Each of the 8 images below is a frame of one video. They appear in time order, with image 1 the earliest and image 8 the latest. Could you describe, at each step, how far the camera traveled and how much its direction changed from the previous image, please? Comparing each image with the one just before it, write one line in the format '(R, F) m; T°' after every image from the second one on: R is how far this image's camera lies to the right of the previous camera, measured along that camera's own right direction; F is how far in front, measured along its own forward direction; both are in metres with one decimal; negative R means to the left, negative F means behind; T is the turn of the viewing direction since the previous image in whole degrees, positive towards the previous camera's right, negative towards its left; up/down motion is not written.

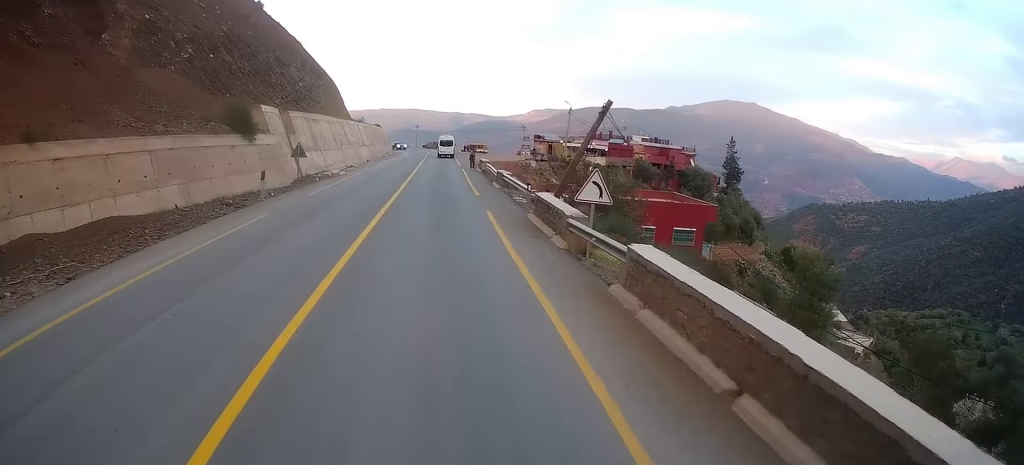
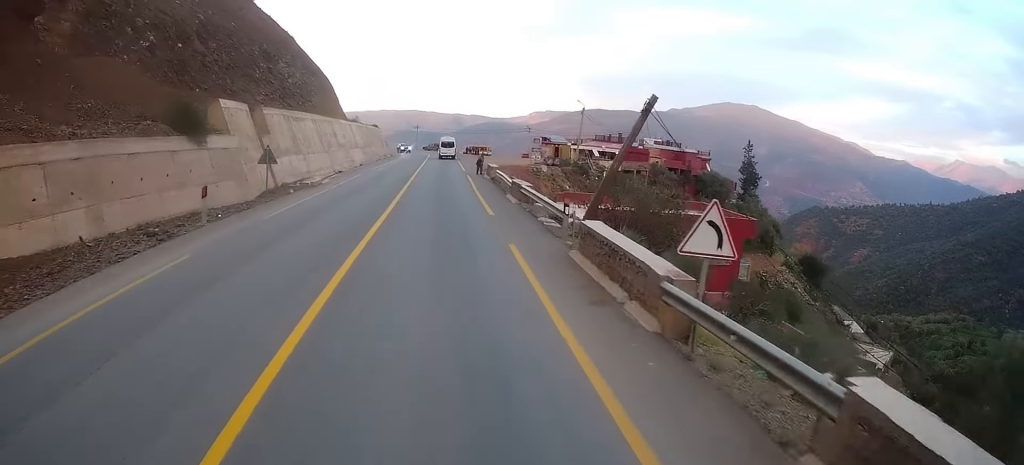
(0.0, +6.3) m; +1°
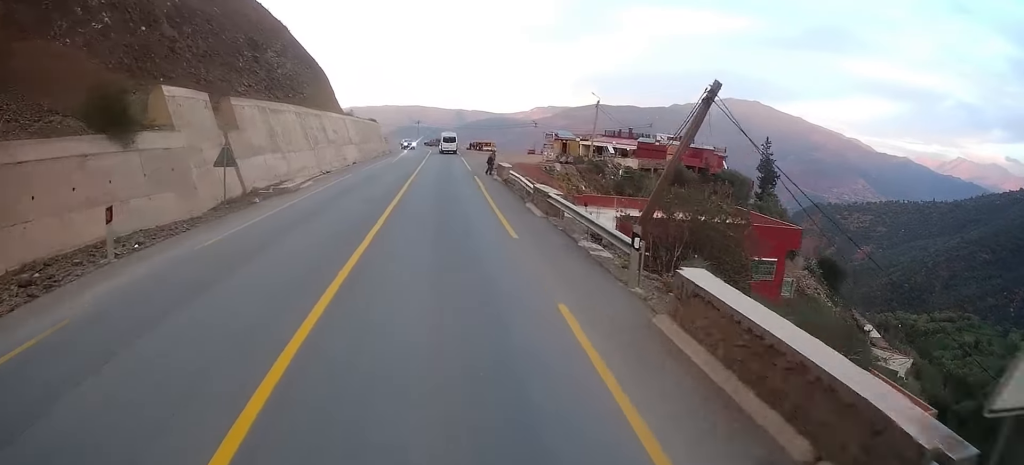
(-0.1, +5.8) m; +1°
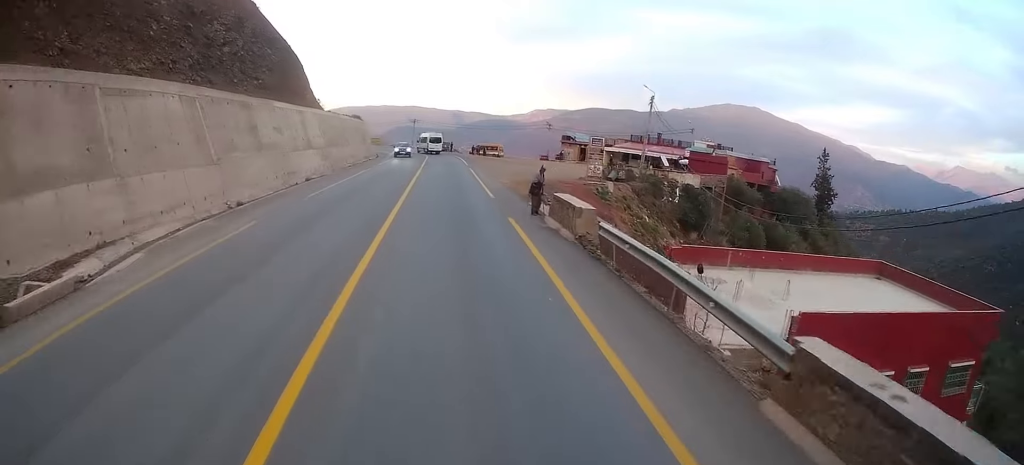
(+0.4, +17.6) m; 0°
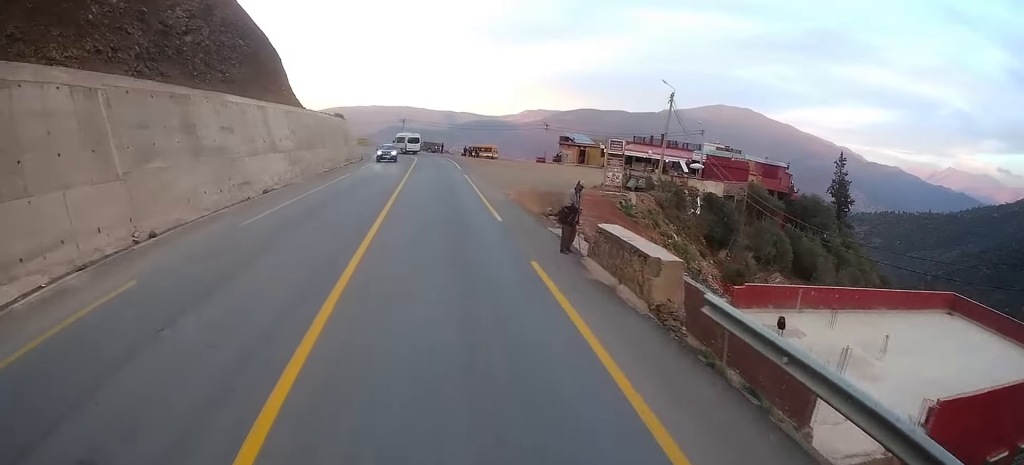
(-0.2, +6.5) m; 0°
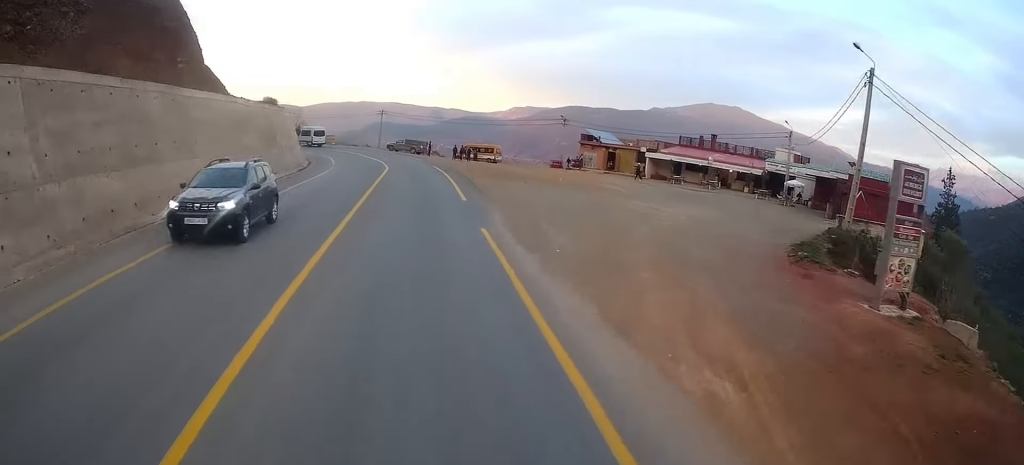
(+0.2, +23.6) m; 0°
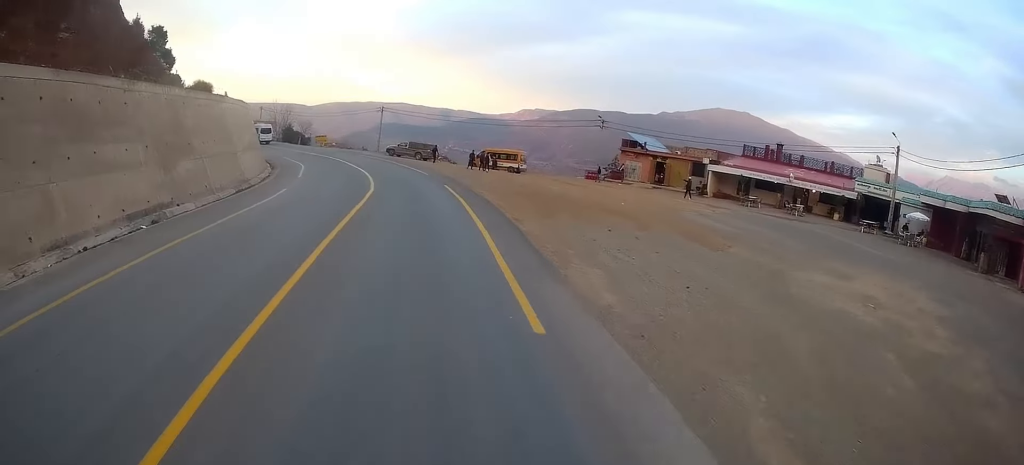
(-0.3, +14.6) m; -1°
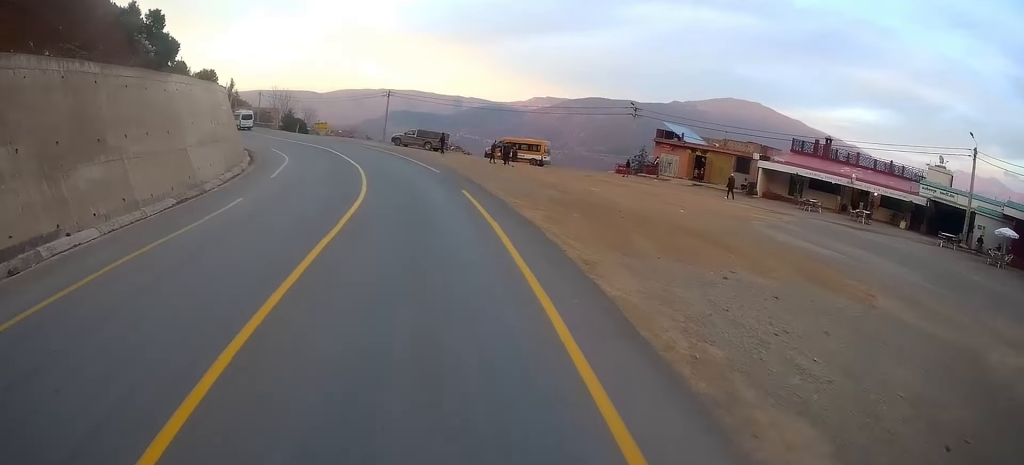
(+0.1, +7.4) m; -1°
